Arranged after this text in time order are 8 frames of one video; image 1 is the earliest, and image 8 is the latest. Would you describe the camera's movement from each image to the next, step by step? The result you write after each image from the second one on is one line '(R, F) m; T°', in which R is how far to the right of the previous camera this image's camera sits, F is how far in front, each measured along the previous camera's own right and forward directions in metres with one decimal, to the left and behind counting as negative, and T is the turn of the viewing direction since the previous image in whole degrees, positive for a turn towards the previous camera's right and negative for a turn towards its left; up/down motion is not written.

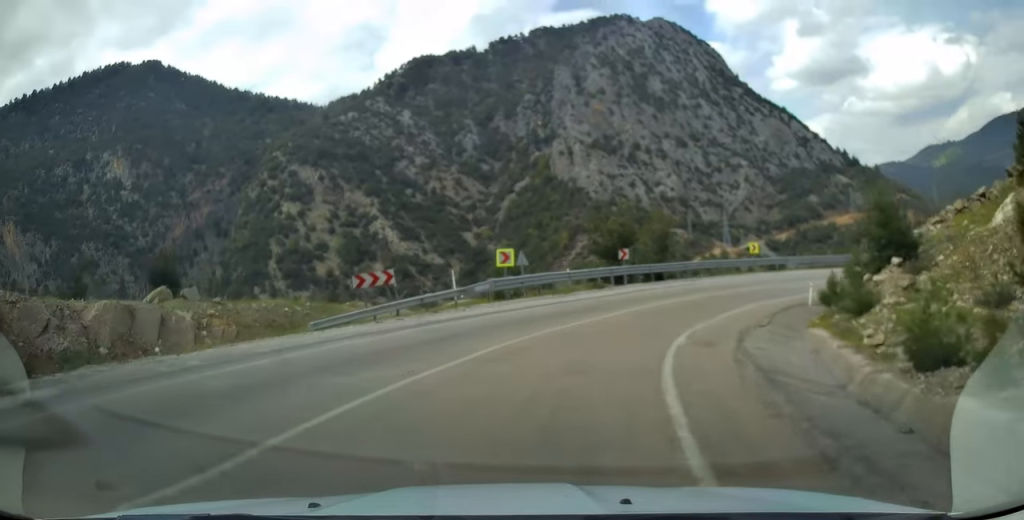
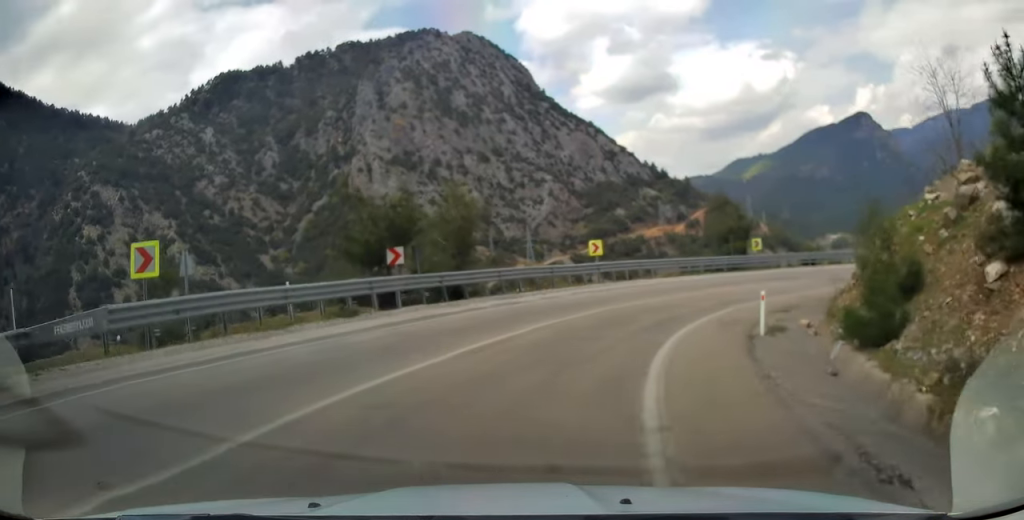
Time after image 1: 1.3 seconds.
(+2.1, +14.4) m; +26°
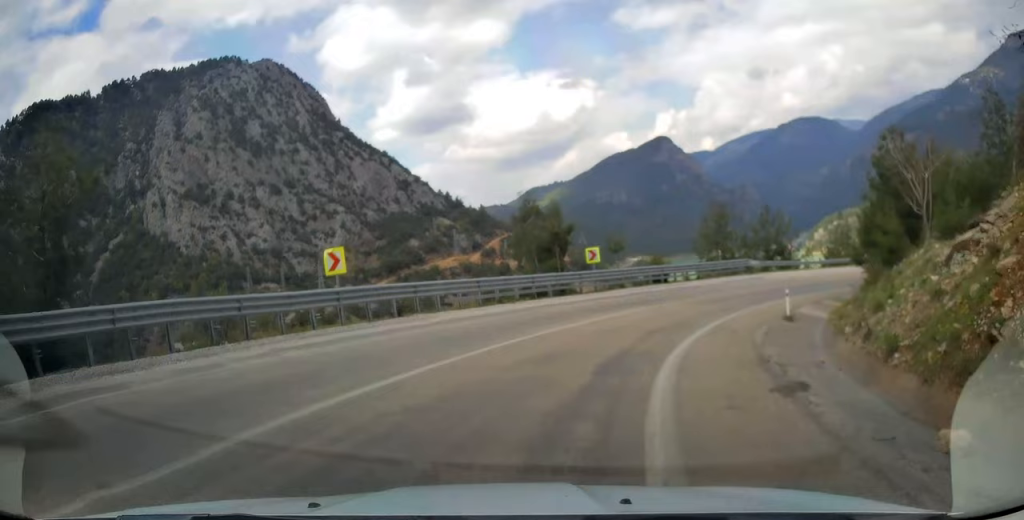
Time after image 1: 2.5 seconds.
(+3.9, +13.9) m; +23°
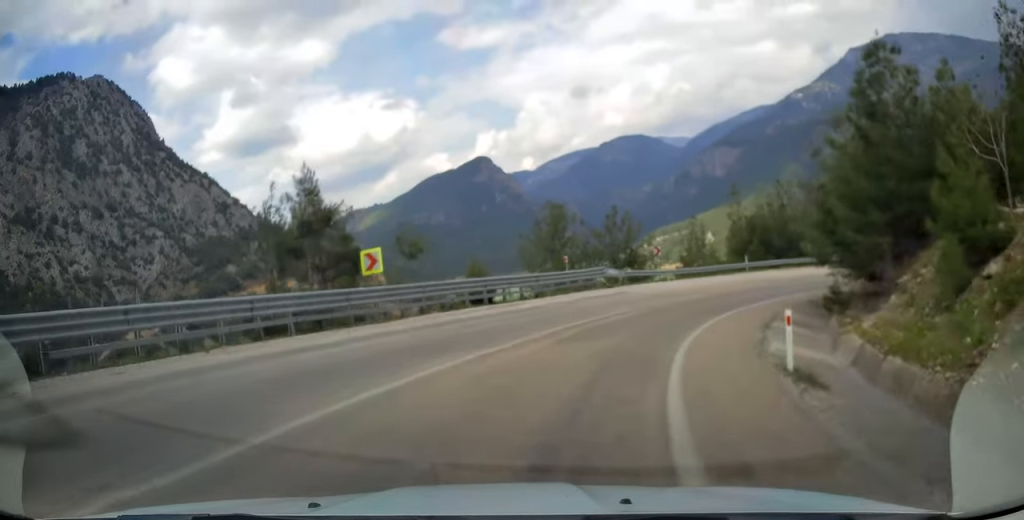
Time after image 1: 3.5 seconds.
(+1.3, +13.4) m; +11°
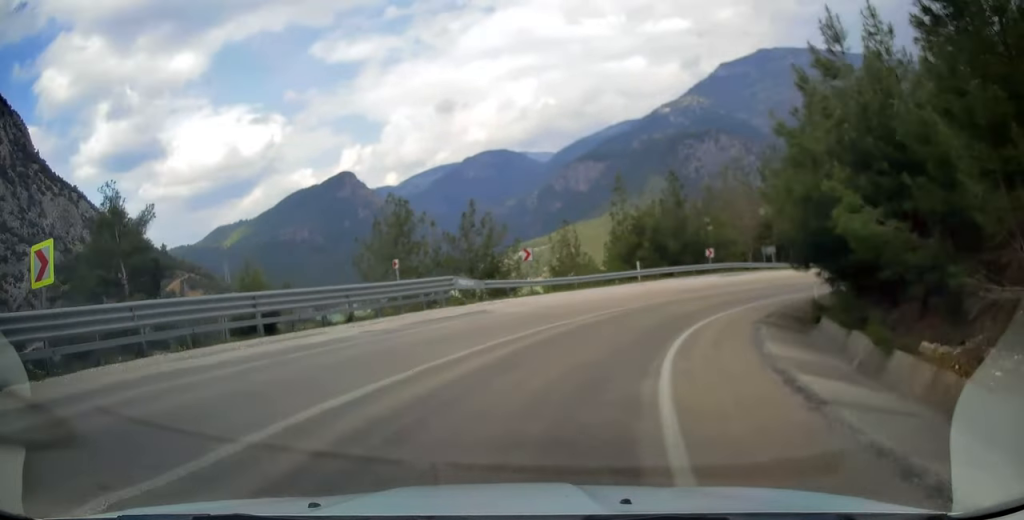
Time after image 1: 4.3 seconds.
(+0.5, +10.3) m; +9°
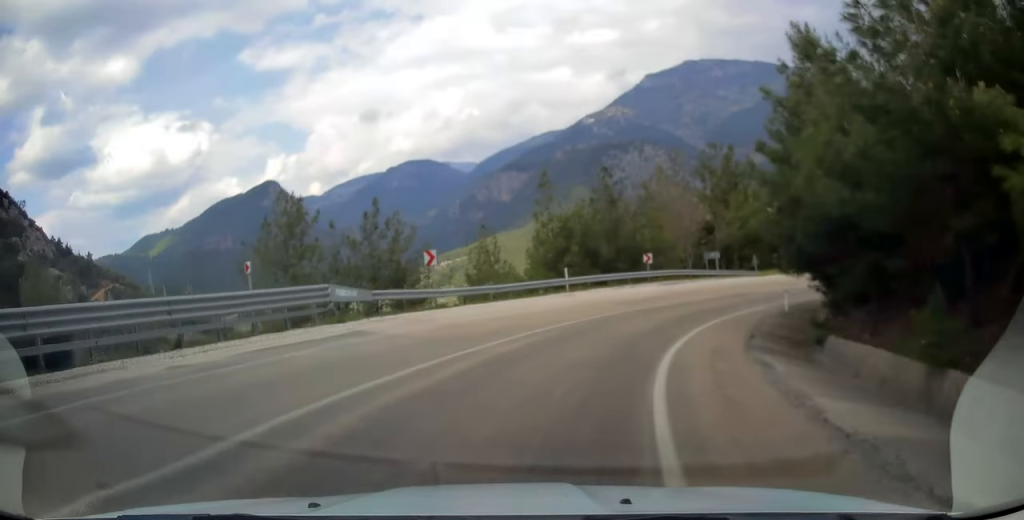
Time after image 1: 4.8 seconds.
(+0.6, +5.9) m; +7°
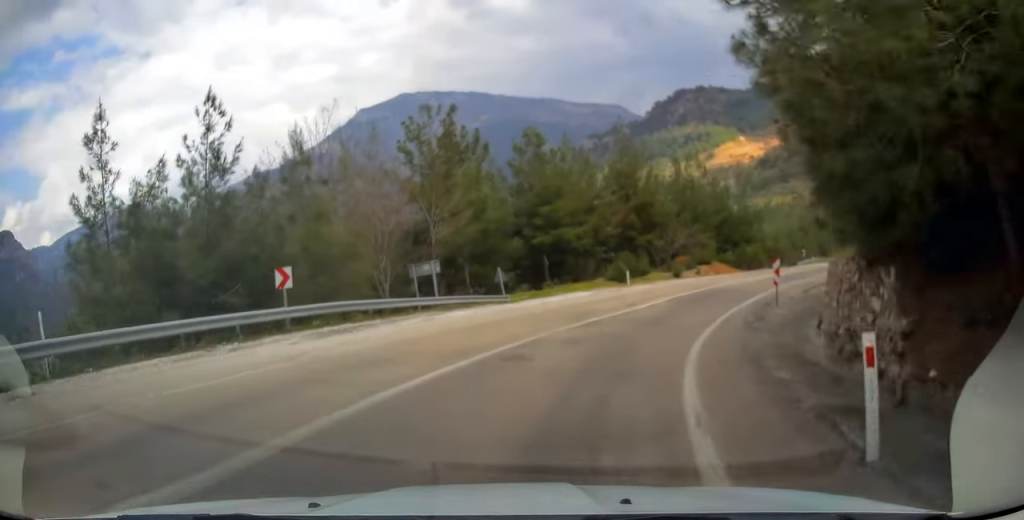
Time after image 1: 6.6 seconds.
(+5.2, +20.8) m; +29°
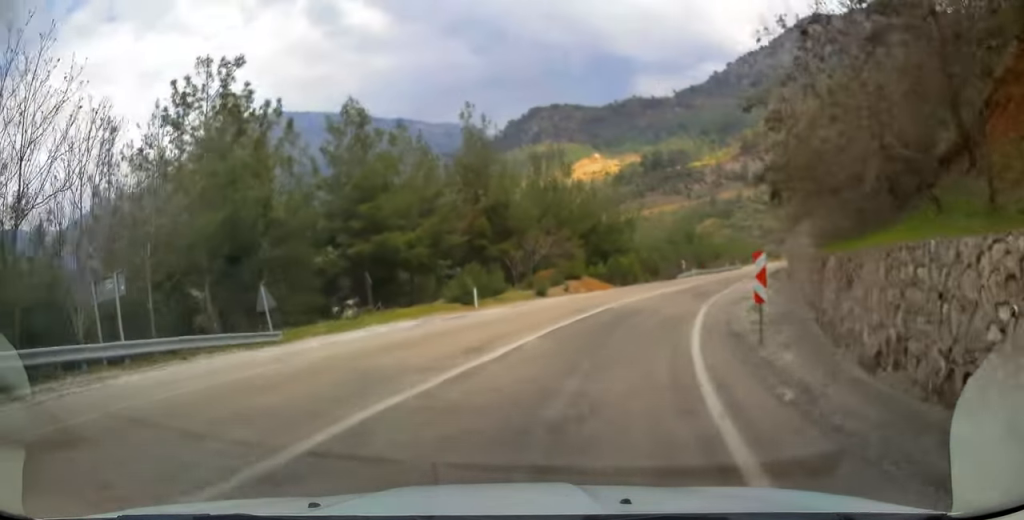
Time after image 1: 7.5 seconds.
(+1.3, +11.3) m; +13°
